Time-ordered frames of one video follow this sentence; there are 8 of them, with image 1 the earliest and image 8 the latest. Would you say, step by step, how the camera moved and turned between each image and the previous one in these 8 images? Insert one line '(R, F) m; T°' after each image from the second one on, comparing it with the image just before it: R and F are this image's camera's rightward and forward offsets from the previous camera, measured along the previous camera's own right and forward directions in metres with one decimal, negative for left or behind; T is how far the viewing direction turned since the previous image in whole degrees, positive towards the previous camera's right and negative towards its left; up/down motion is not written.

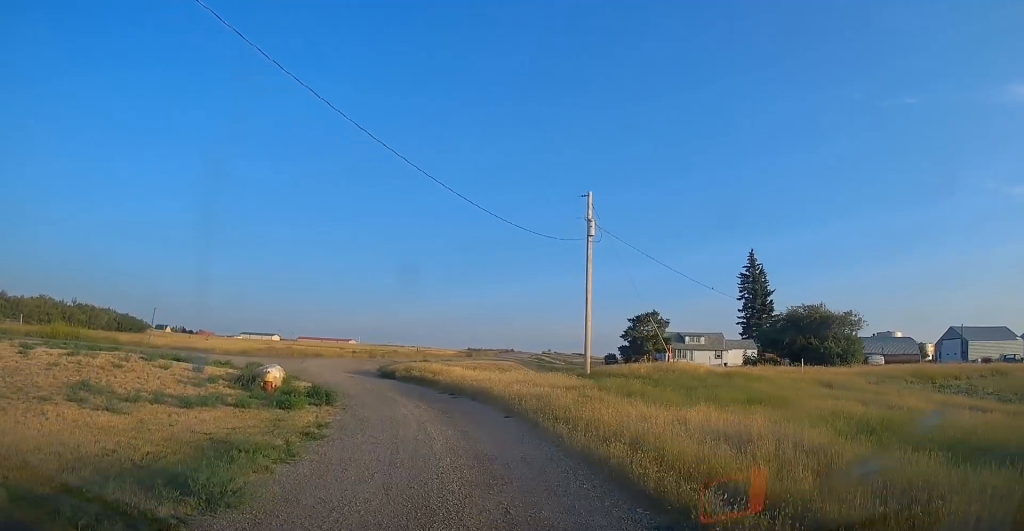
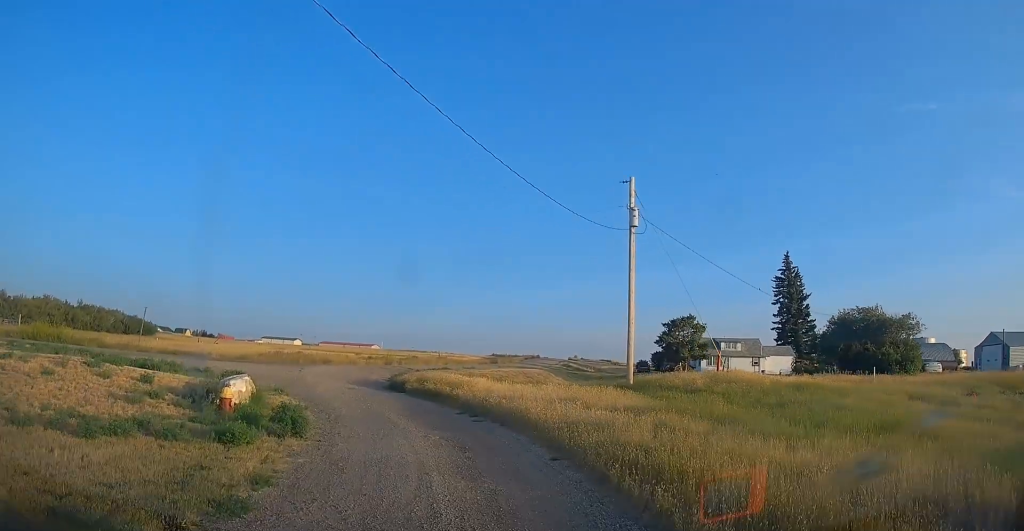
(+0.3, +4.4) m; 0°
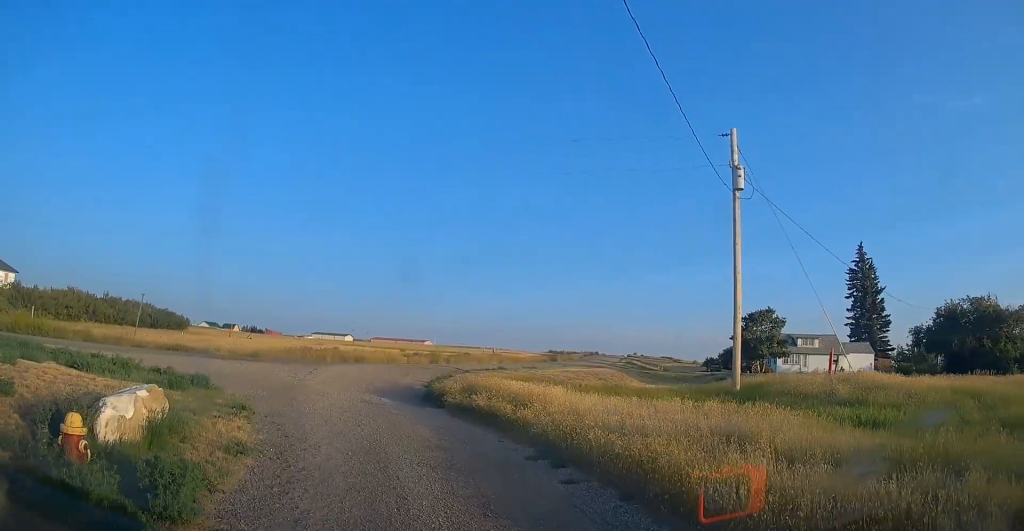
(-0.3, +6.6) m; -7°
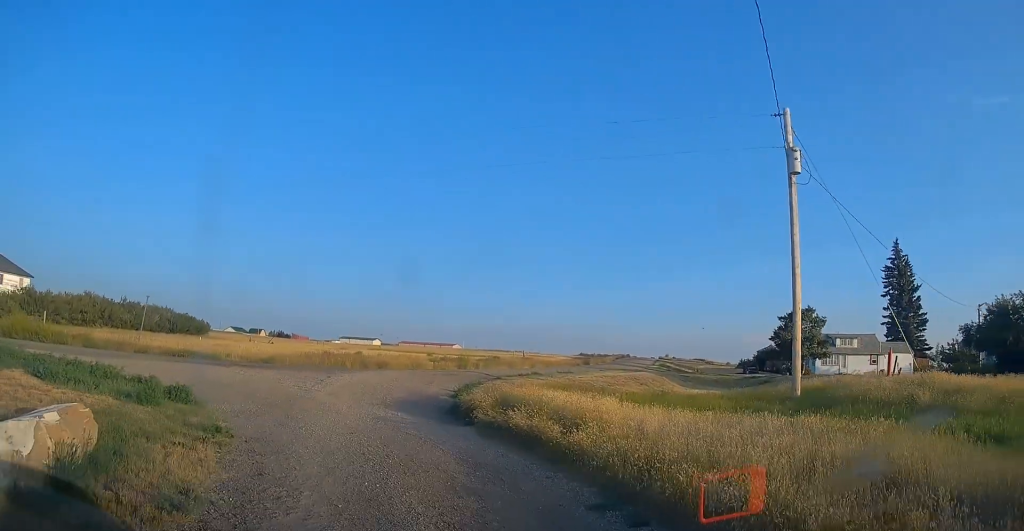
(0.0, +2.4) m; -5°
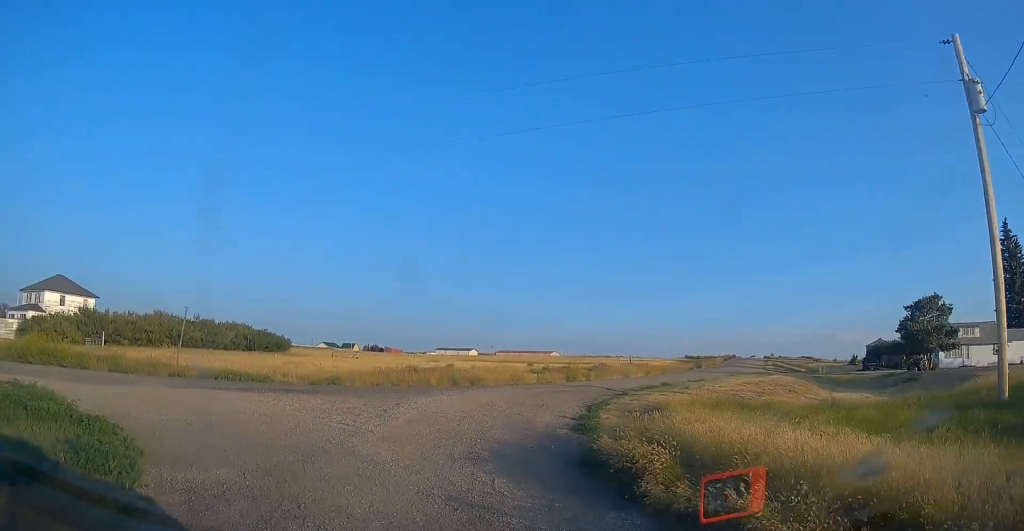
(-0.7, +5.6) m; -8°
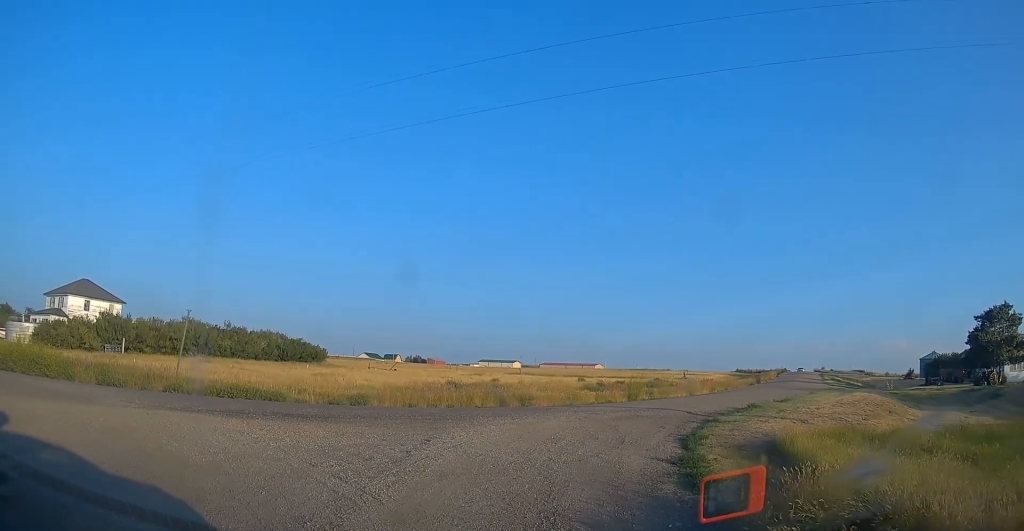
(0.0, +4.1) m; +1°
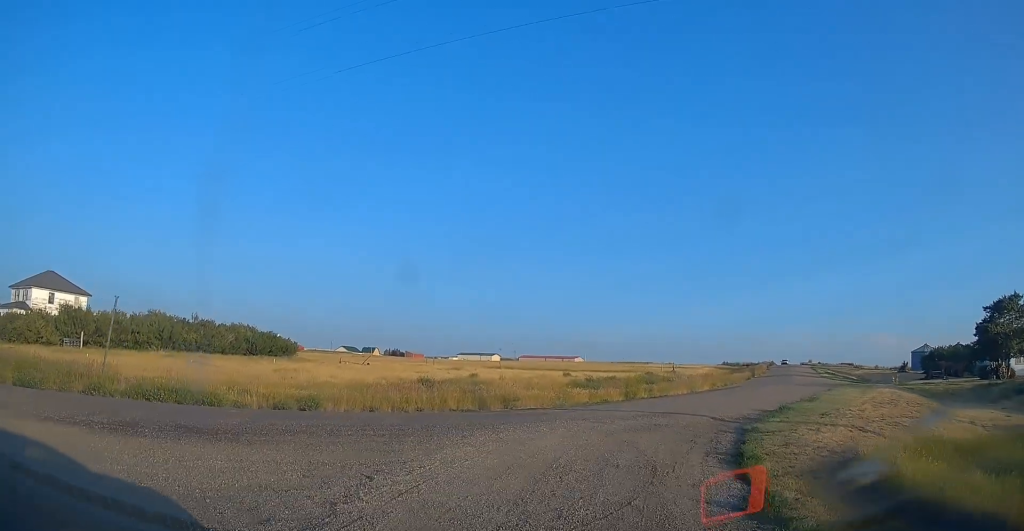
(+0.1, +3.6) m; +3°
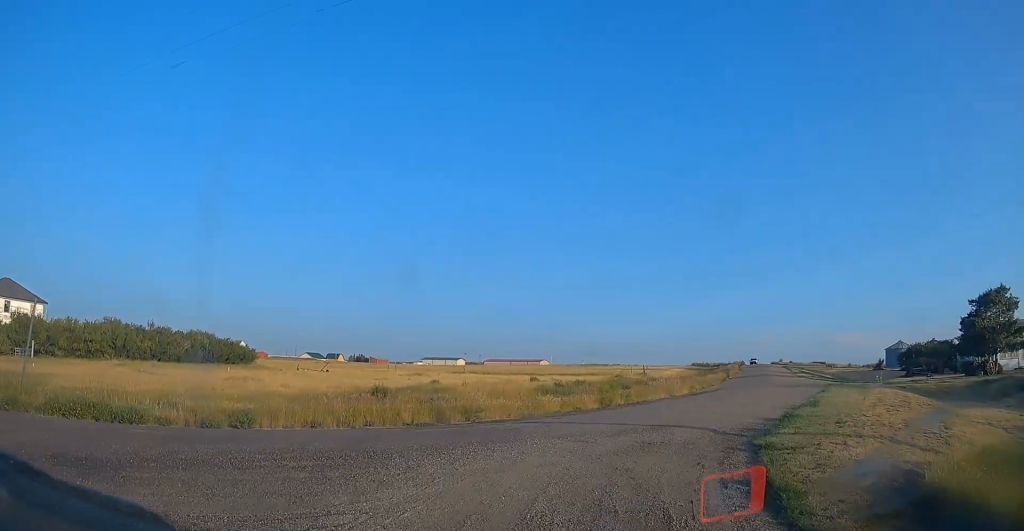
(-0.1, +2.3) m; +2°
